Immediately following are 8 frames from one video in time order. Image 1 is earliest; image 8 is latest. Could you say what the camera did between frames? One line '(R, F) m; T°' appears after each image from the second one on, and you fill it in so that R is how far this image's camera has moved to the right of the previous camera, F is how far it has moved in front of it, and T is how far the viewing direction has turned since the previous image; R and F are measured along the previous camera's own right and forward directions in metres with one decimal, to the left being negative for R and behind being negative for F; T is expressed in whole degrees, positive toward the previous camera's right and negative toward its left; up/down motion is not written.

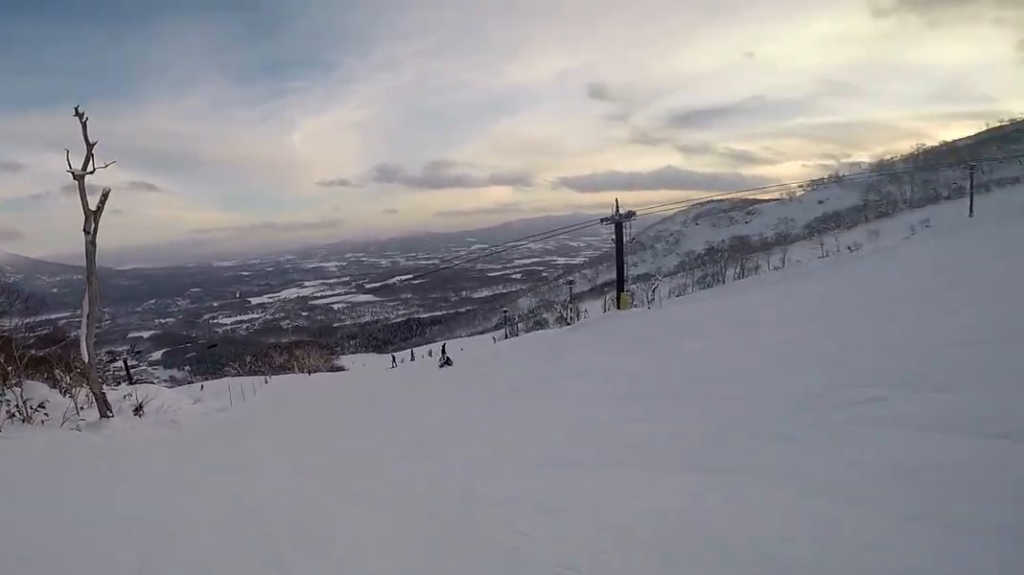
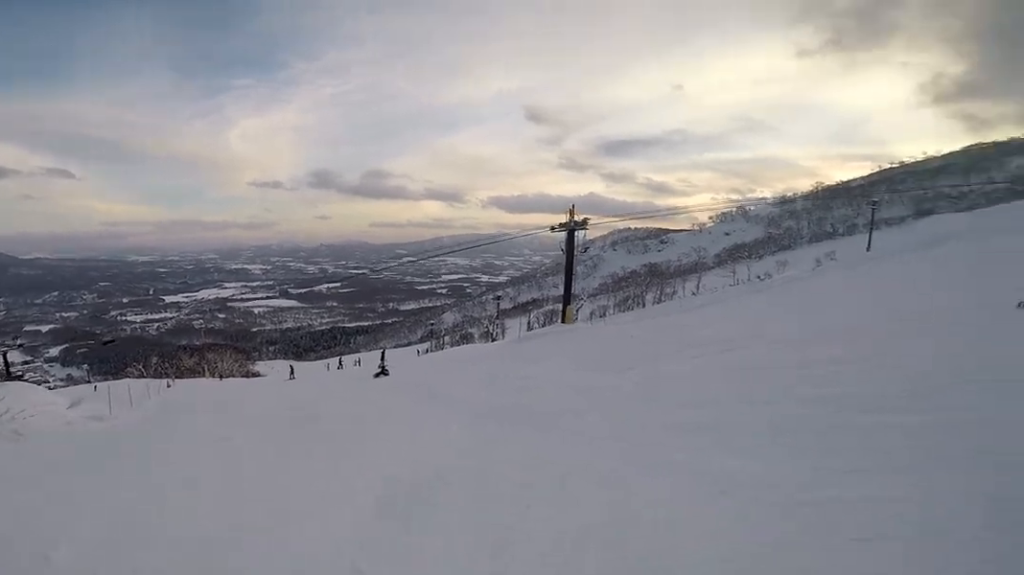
(+1.4, +3.7) m; +24°
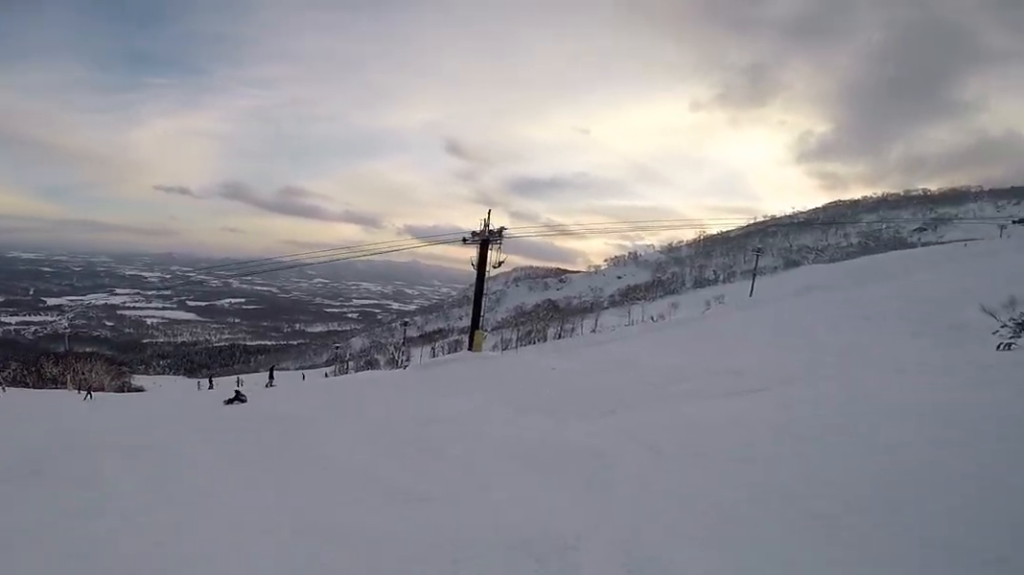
(+0.9, +6.9) m; +3°
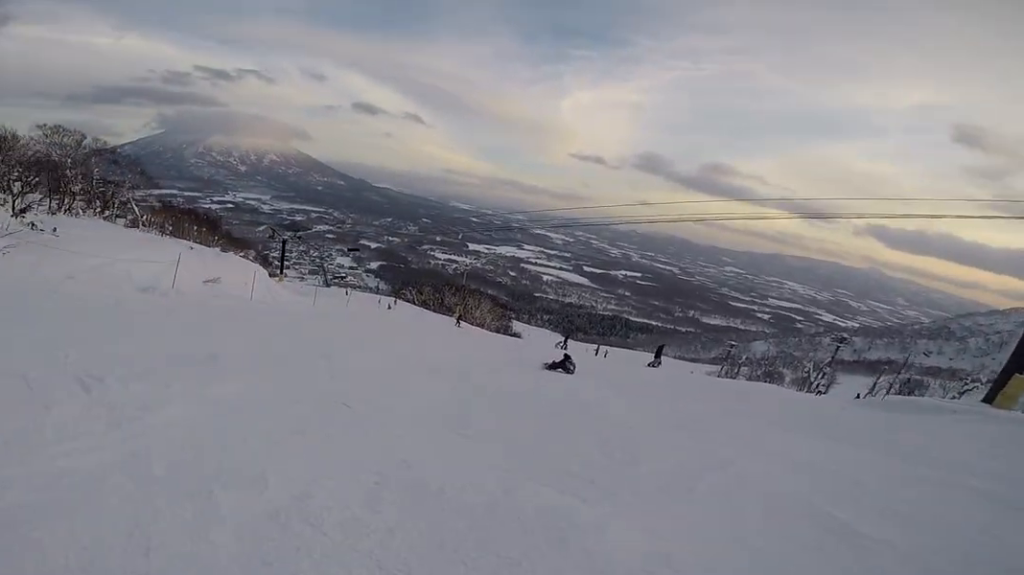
(-1.7, +5.6) m; -42°
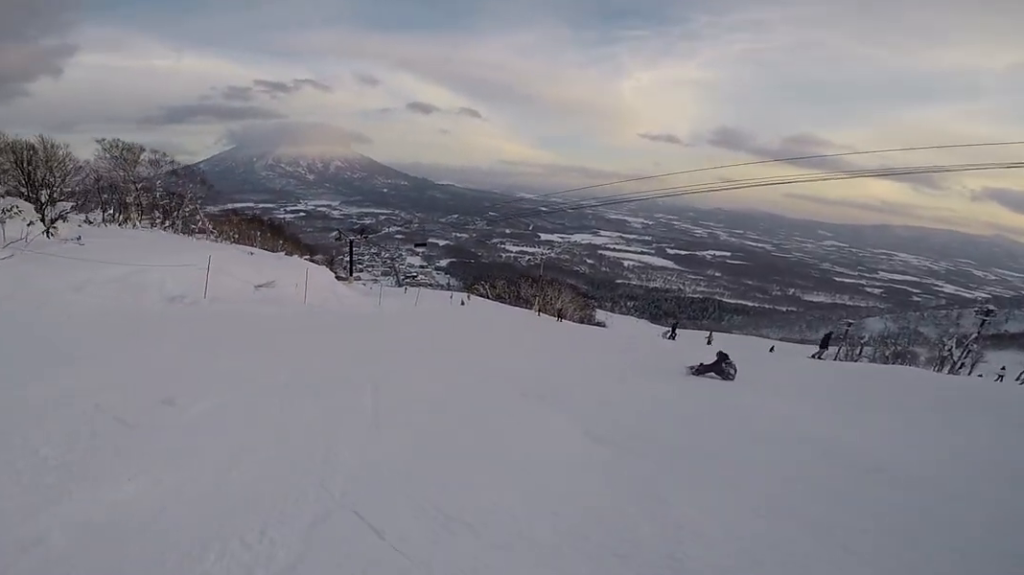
(-1.0, +3.7) m; -12°
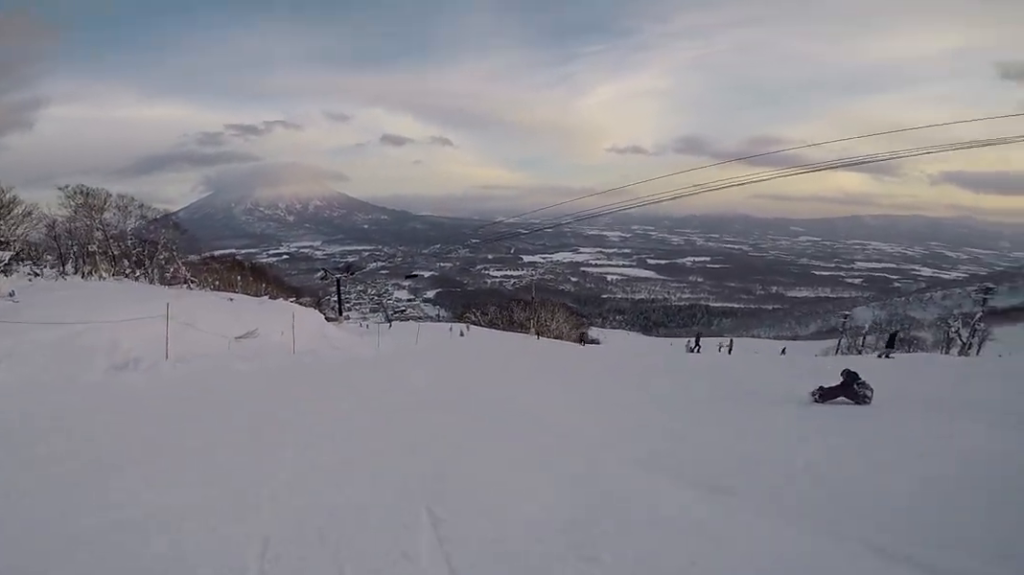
(-0.2, +3.1) m; +5°
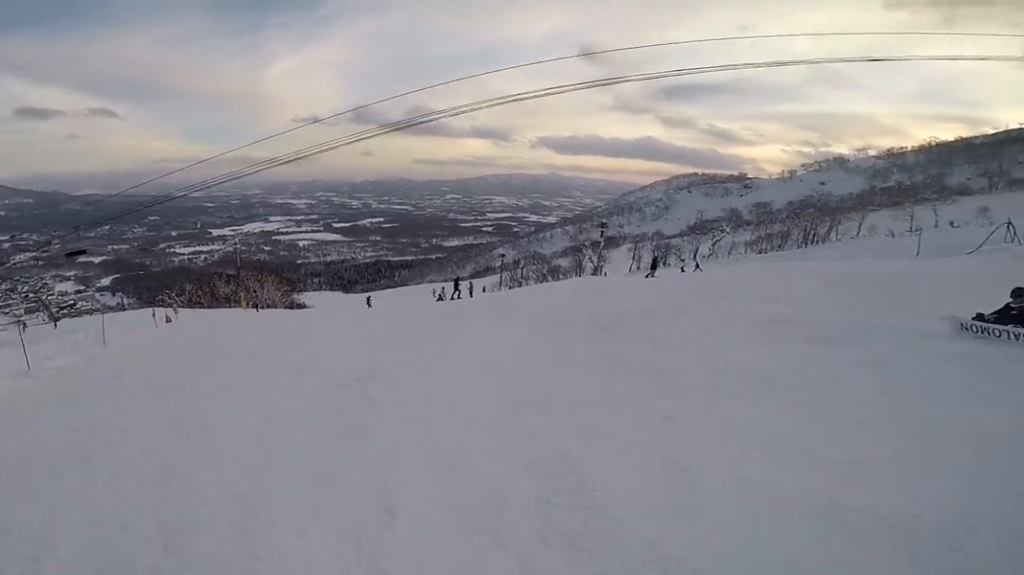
(+1.8, +7.8) m; +28°
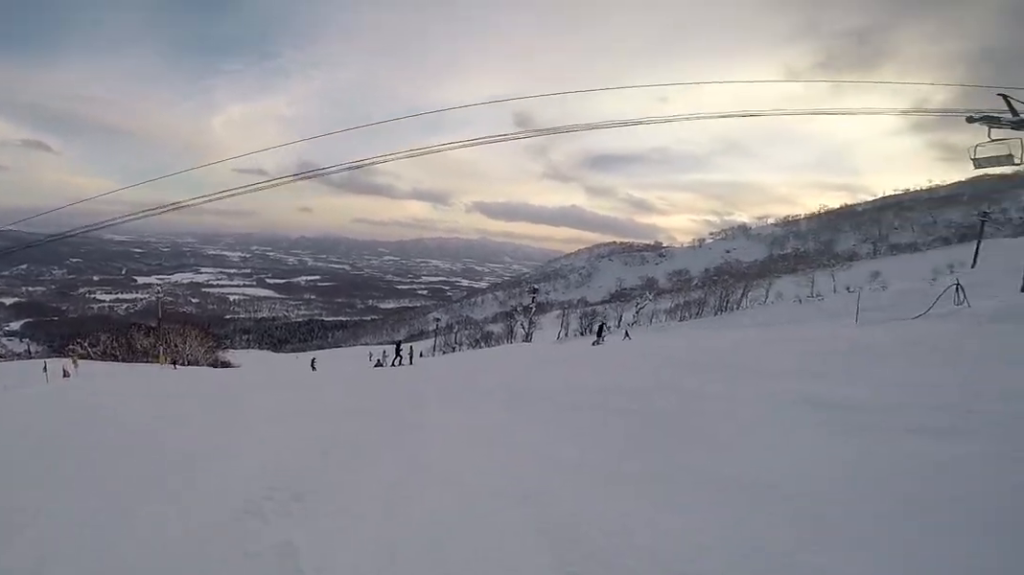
(+0.4, +2.3) m; +8°
